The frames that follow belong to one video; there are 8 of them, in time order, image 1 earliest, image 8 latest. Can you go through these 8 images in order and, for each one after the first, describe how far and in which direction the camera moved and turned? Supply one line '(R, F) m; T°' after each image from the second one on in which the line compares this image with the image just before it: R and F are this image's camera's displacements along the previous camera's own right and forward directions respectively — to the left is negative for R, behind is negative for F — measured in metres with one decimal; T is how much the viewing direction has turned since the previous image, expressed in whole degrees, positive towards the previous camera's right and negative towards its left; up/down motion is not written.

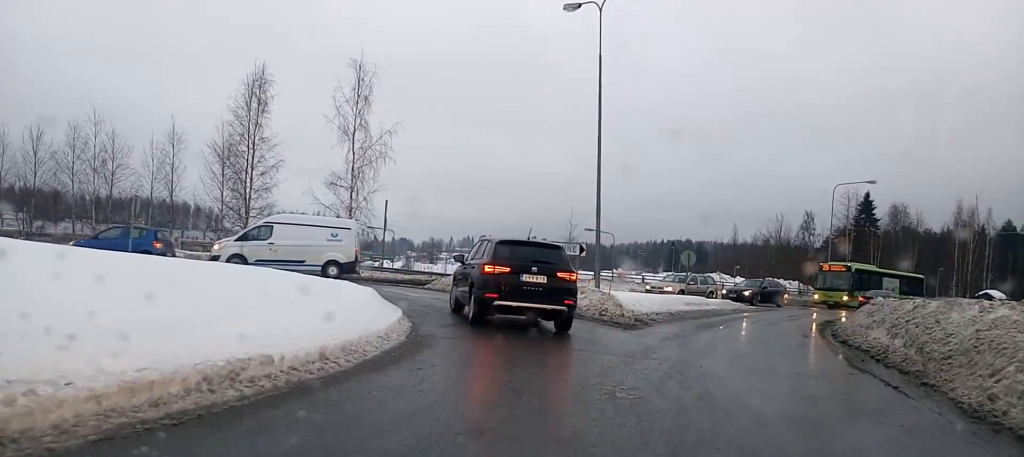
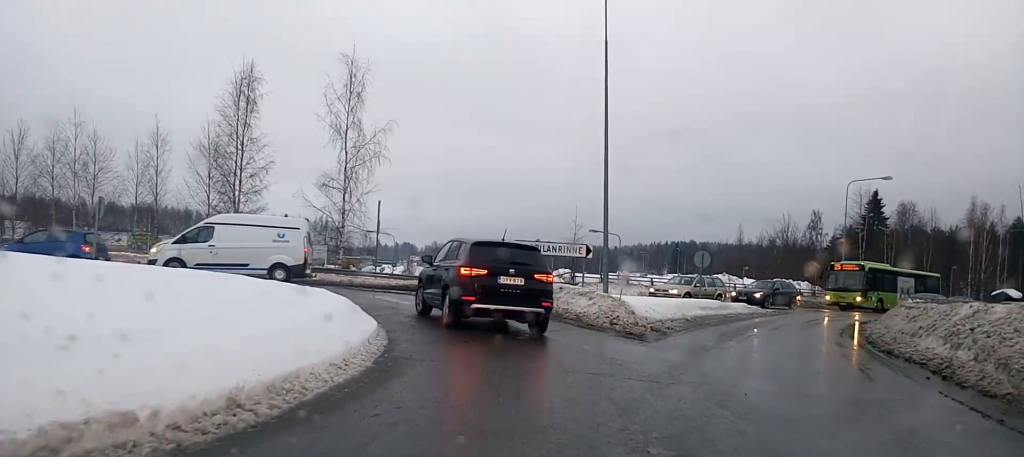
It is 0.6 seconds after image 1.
(0.0, +2.5) m; +1°
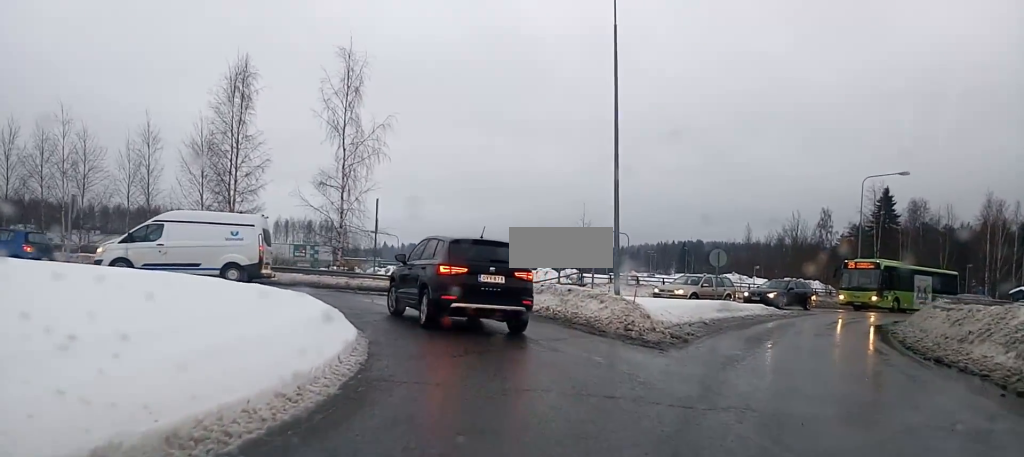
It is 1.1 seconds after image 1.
(0.0, +1.8) m; -1°
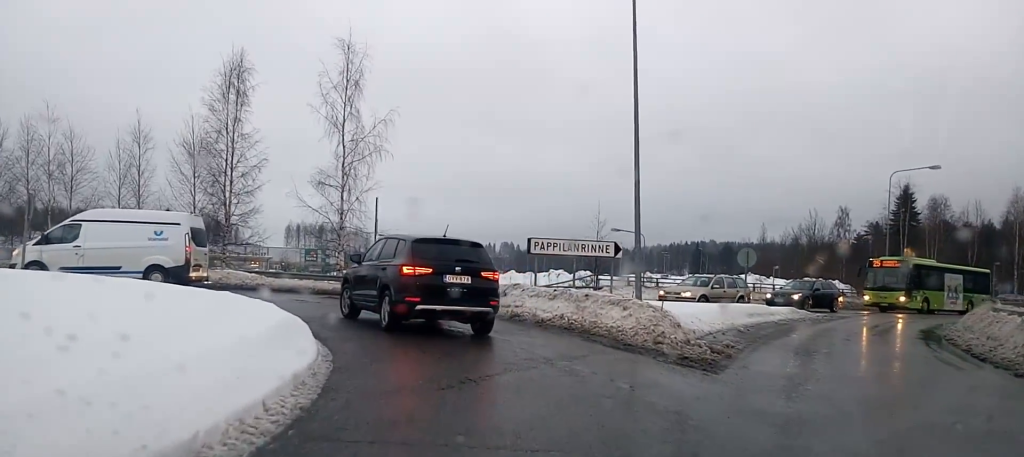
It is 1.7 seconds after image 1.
(+0.2, +2.5) m; -2°
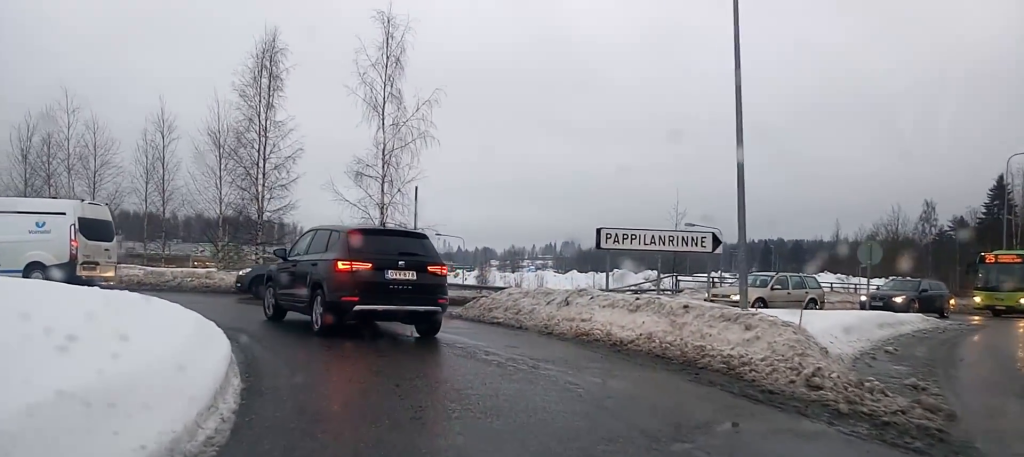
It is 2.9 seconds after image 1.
(-0.5, +5.1) m; -8°
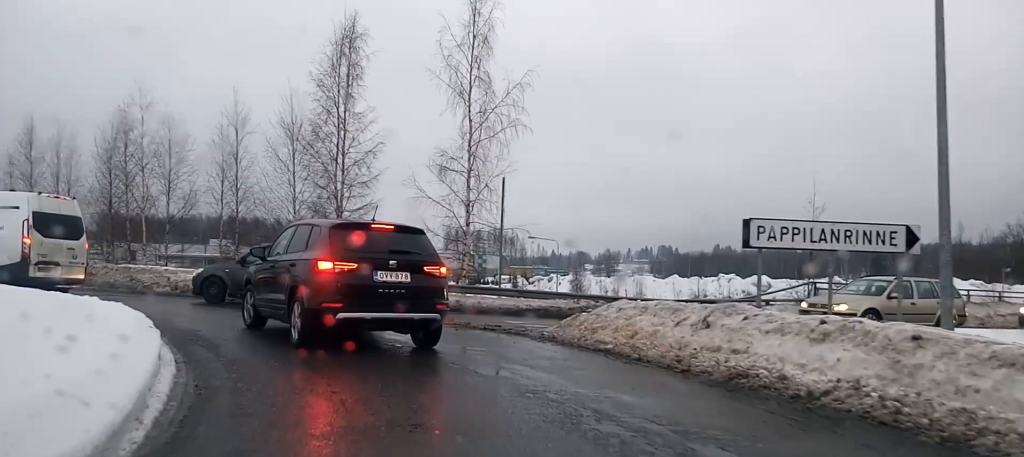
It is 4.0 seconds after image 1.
(-0.1, +4.1) m; -2°
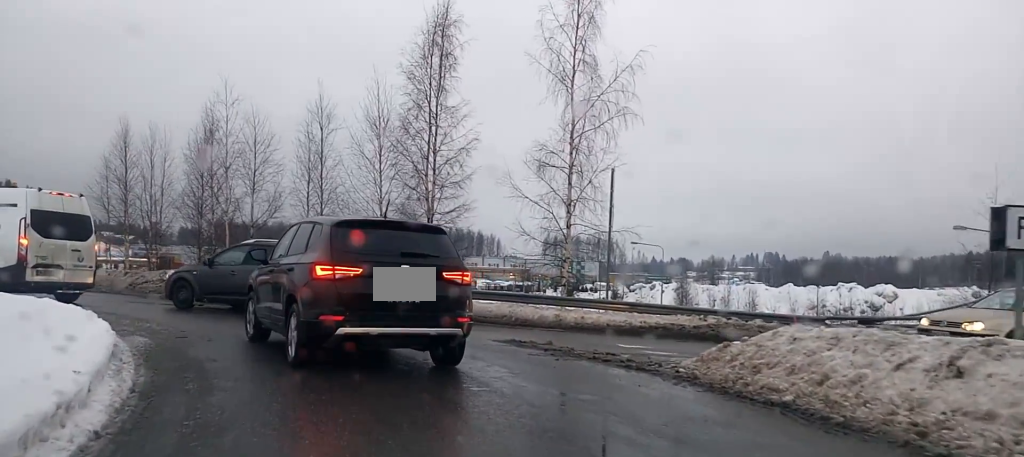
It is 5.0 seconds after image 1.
(0.0, +3.6) m; -2°
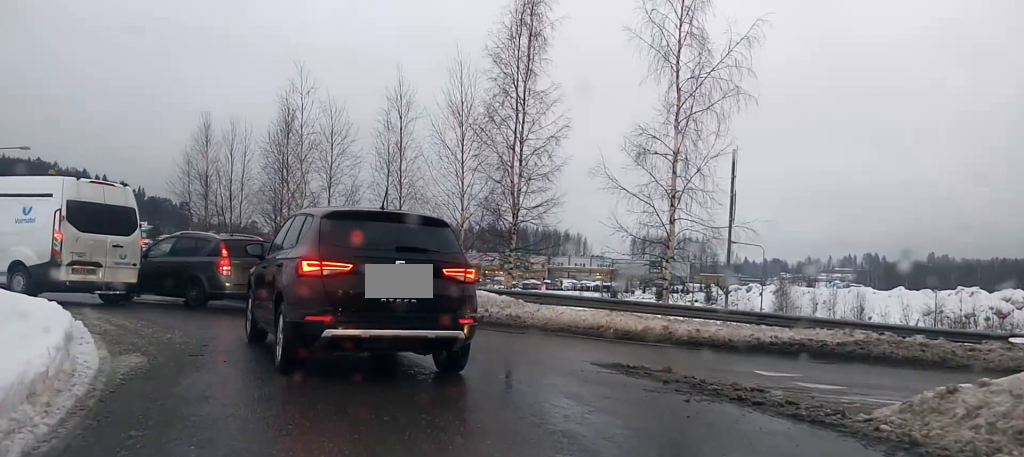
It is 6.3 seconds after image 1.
(-0.1, +3.6) m; -9°
